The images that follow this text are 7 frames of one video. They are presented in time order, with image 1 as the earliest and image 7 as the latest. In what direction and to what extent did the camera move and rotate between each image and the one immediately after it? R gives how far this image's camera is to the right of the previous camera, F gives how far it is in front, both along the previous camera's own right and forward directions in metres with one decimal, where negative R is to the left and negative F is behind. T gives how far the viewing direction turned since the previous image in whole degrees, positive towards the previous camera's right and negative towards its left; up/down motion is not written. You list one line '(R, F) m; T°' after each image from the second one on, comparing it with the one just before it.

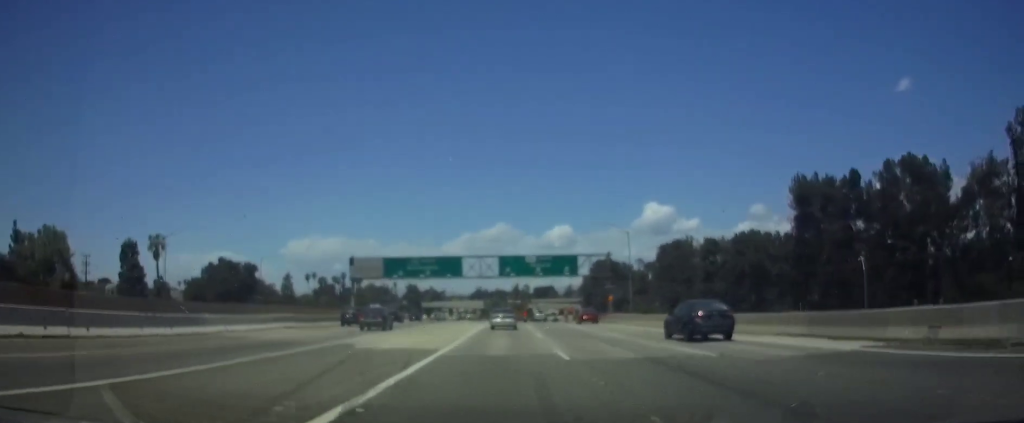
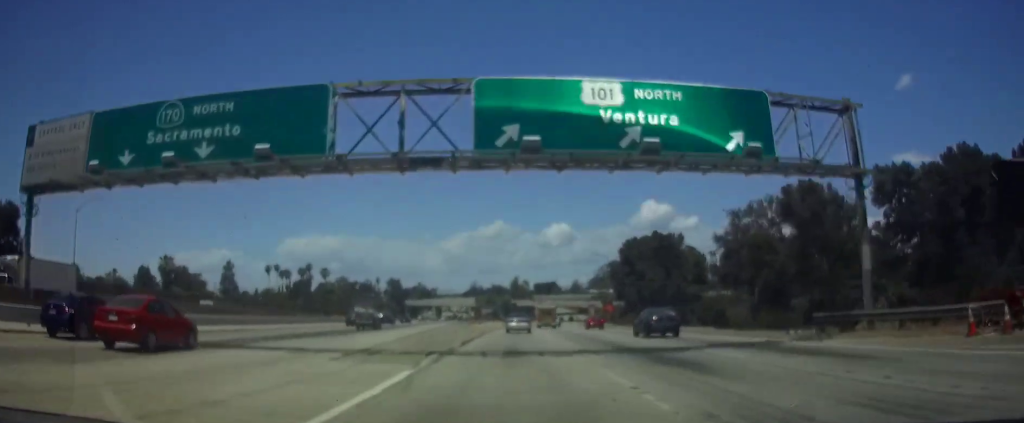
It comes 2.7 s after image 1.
(+0.3, +59.0) m; +1°
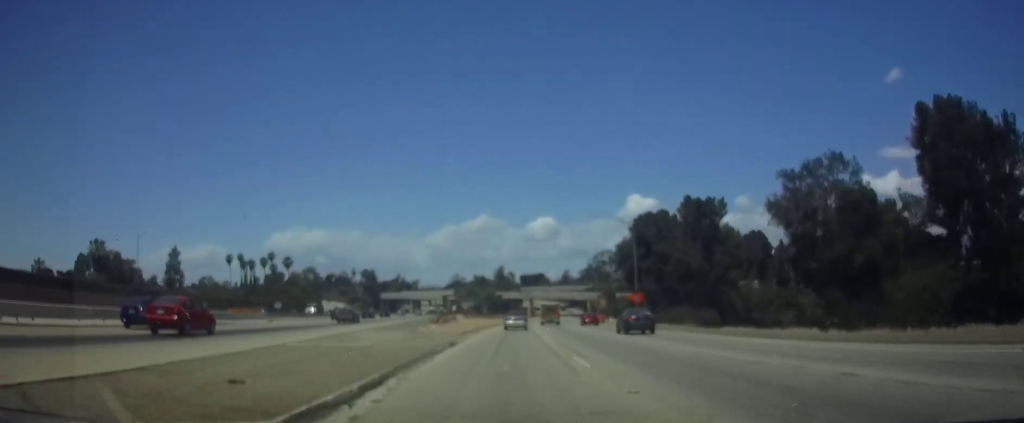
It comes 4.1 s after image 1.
(+0.3, +30.0) m; +1°
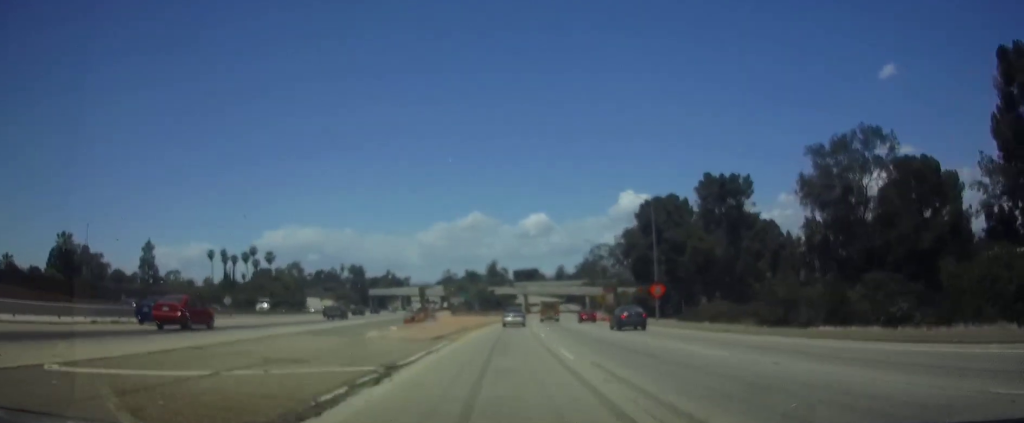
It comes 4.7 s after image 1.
(0.0, +12.2) m; 0°
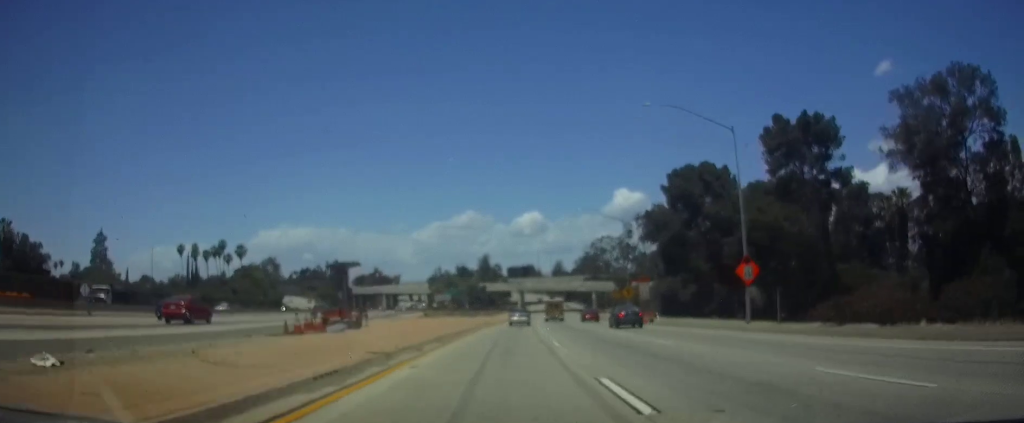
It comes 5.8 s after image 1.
(+0.2, +23.3) m; 0°
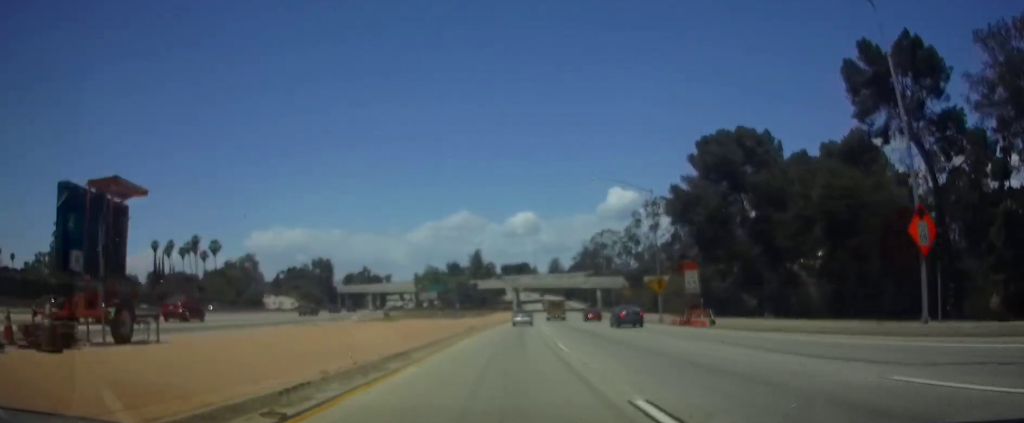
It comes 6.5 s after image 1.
(0.0, +17.0) m; +1°
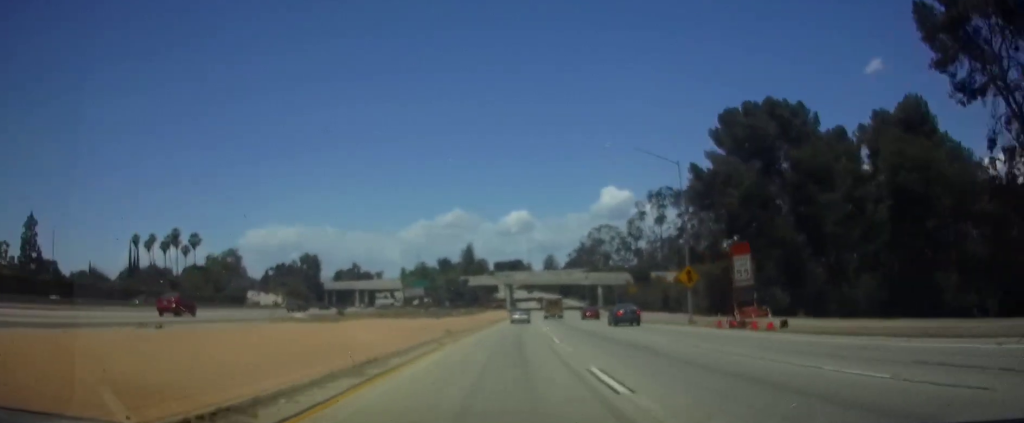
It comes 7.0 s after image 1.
(+0.1, +10.4) m; 0°
